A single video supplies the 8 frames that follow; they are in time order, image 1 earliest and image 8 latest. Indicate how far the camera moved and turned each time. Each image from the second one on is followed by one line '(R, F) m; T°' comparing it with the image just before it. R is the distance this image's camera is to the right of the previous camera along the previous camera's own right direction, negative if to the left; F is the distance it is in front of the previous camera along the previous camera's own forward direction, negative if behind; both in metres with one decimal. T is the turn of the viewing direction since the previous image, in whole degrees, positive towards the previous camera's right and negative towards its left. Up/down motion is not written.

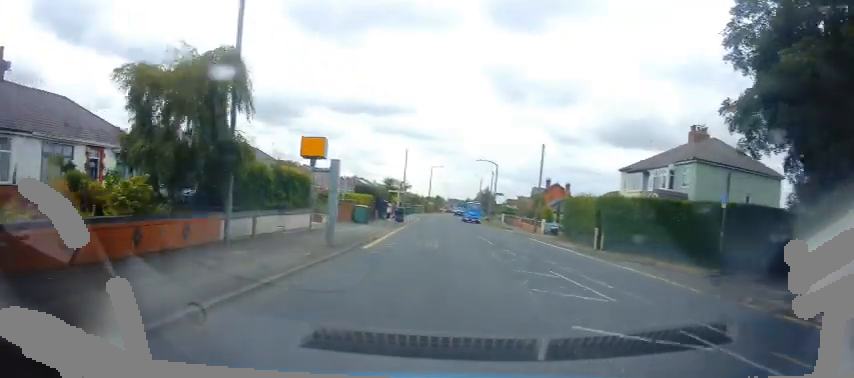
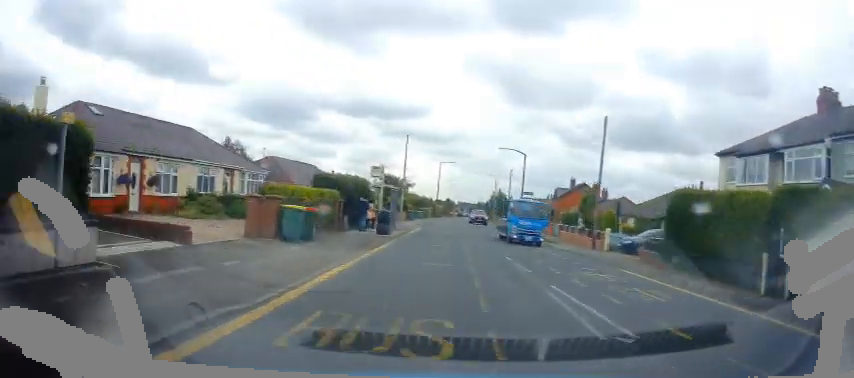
(+0.2, +13.8) m; -1°
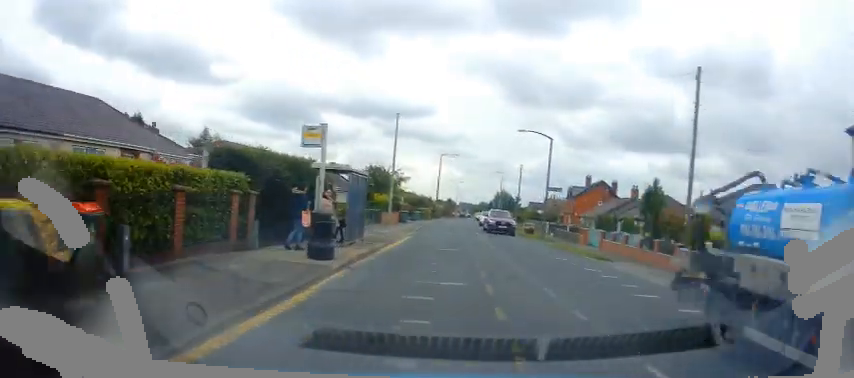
(-0.5, +10.2) m; -1°
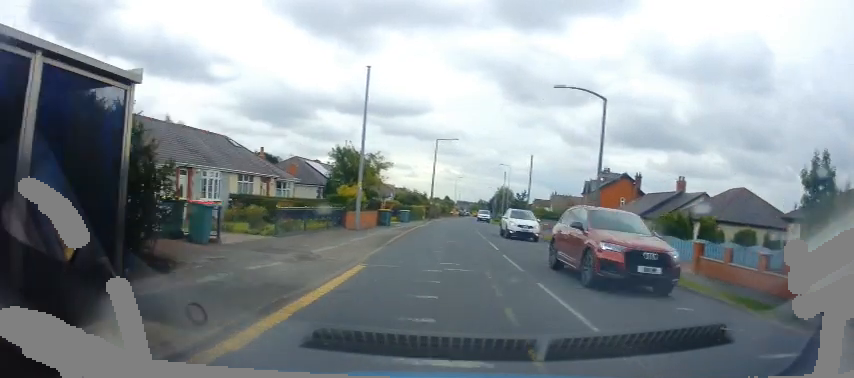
(+0.3, +11.8) m; +3°
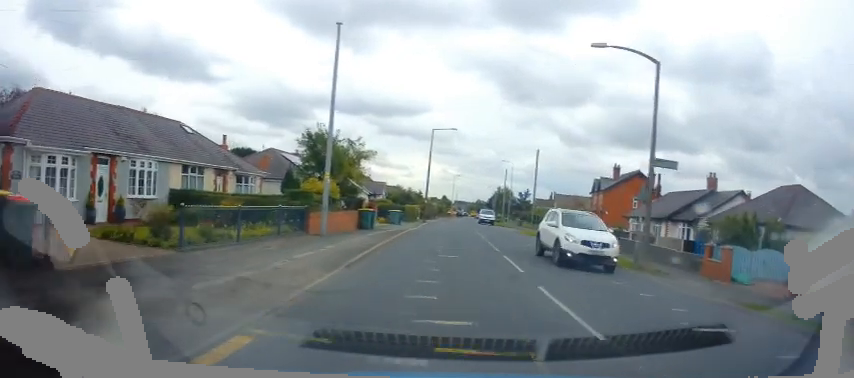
(+0.2, +6.3) m; 0°
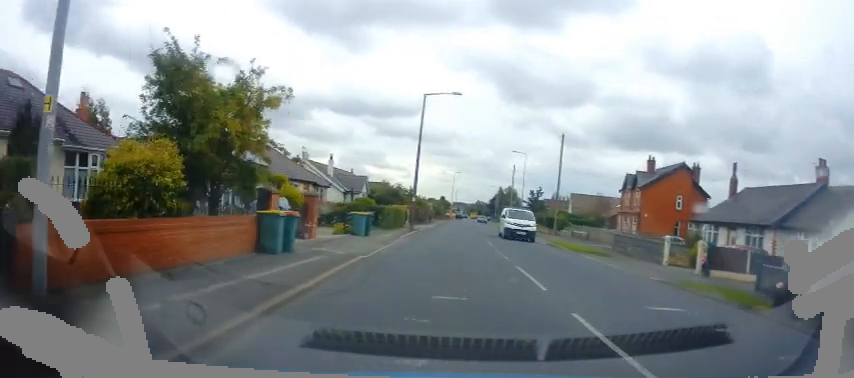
(-0.2, +13.5) m; 0°
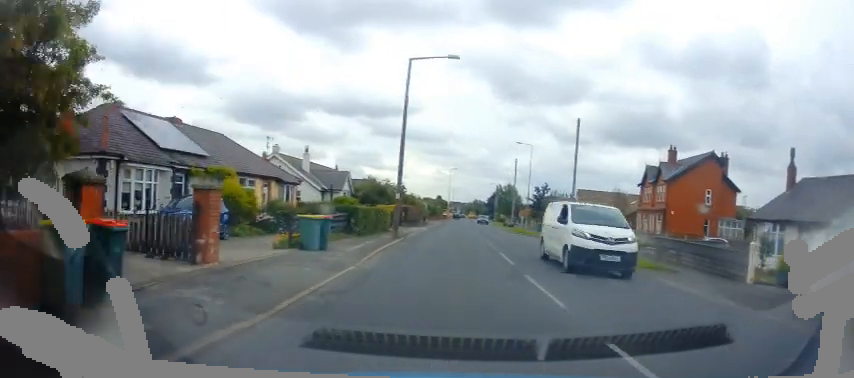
(+0.2, +7.3) m; +1°
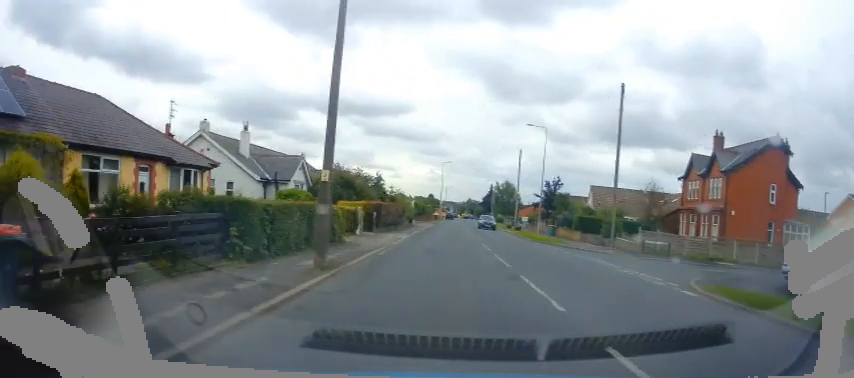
(+0.1, +12.0) m; 0°
